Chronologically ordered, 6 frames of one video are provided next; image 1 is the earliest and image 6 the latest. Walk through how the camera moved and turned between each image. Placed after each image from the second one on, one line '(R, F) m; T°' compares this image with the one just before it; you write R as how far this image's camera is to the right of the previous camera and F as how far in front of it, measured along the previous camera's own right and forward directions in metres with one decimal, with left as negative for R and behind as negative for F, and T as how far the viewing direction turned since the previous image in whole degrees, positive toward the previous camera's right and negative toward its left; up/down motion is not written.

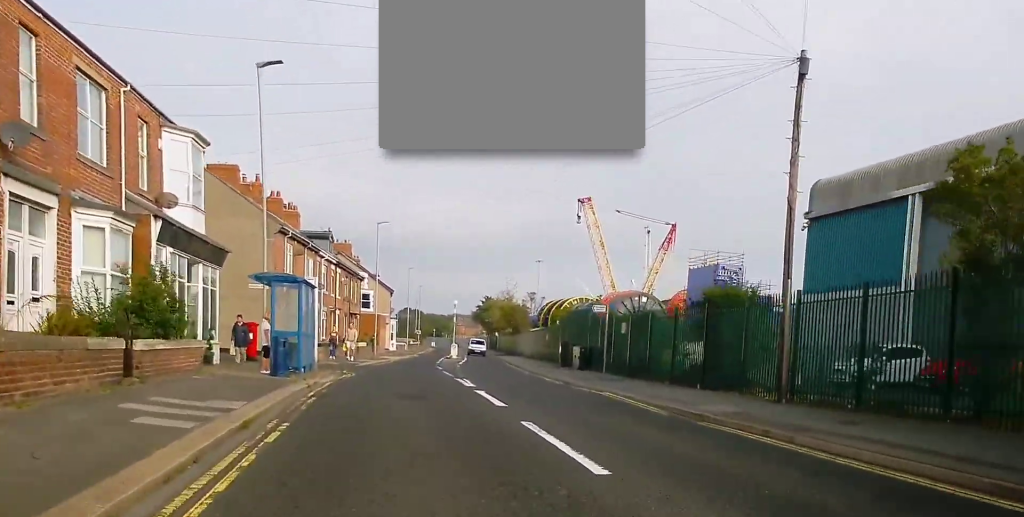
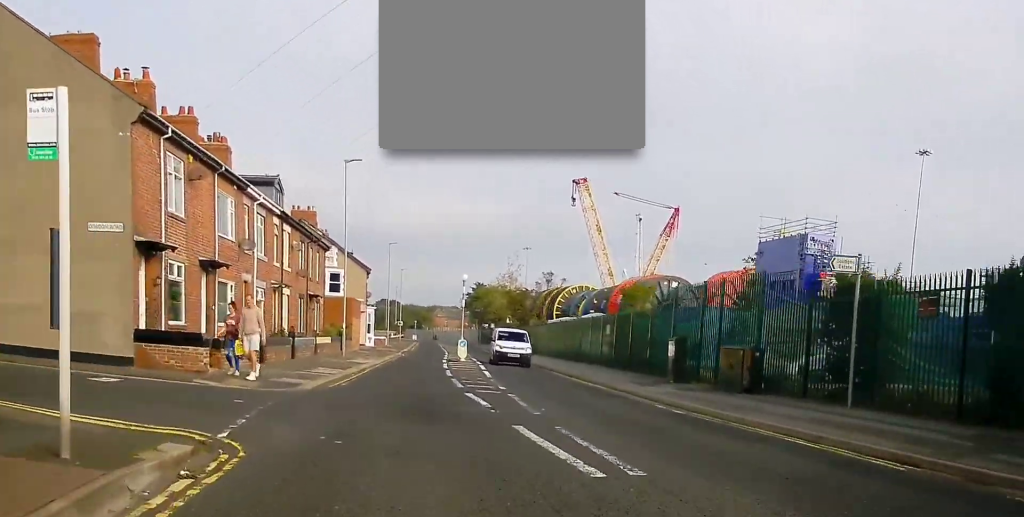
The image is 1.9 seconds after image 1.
(+0.3, +20.0) m; +2°
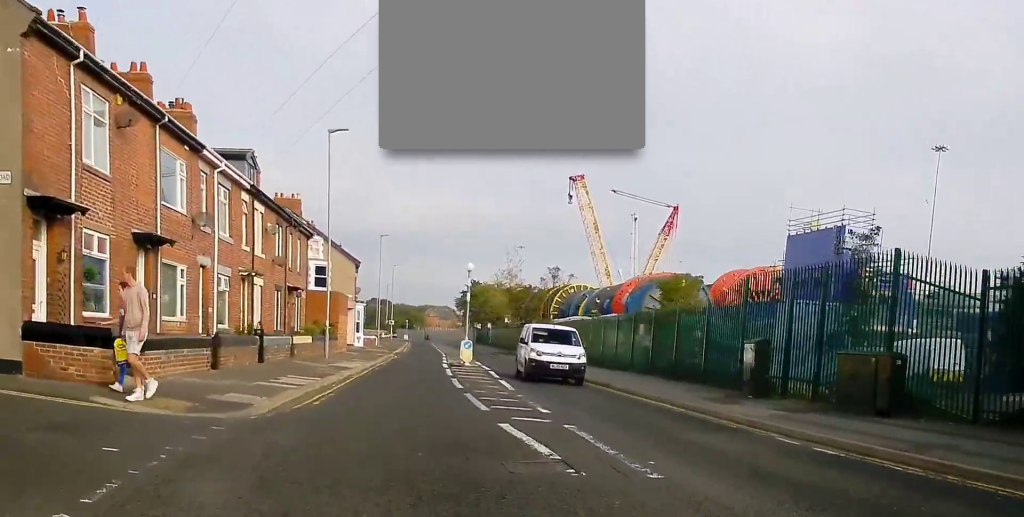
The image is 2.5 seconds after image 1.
(+0.1, +6.1) m; +1°
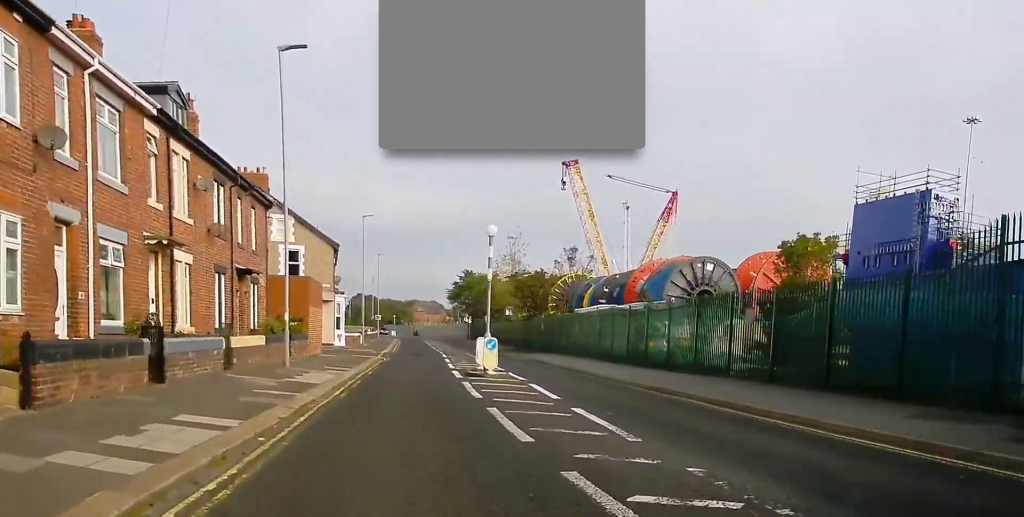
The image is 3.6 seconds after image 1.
(0.0, +10.4) m; 0°
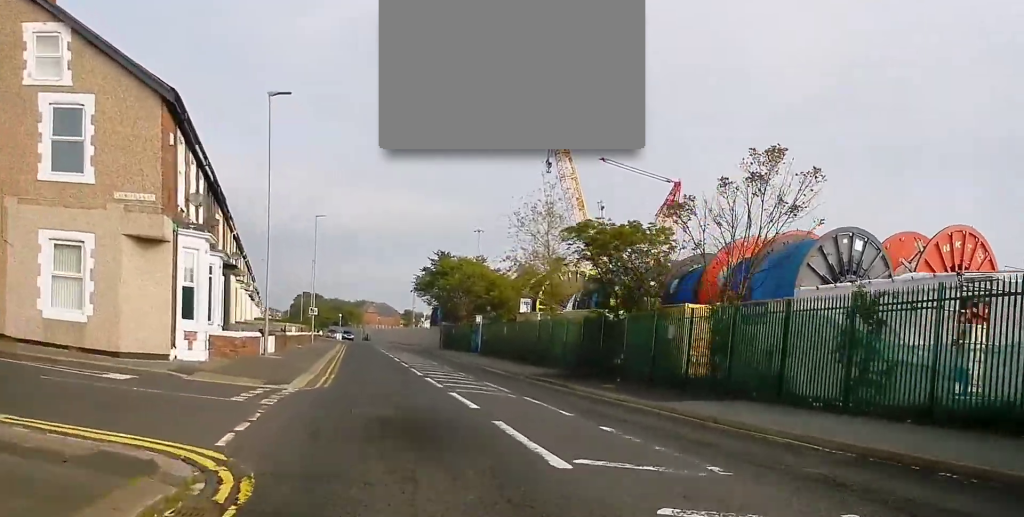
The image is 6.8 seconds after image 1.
(+0.7, +32.4) m; +4°
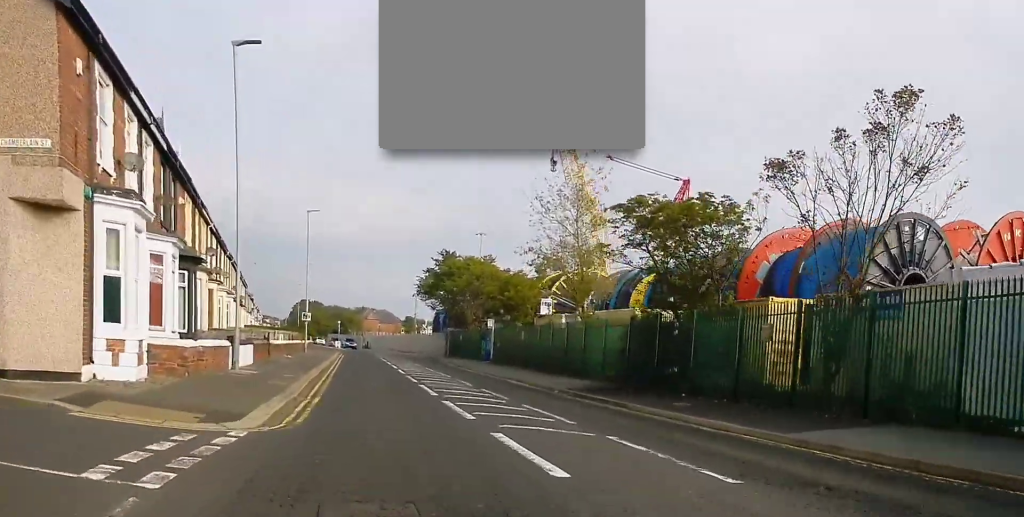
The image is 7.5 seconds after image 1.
(0.0, +6.5) m; 0°
